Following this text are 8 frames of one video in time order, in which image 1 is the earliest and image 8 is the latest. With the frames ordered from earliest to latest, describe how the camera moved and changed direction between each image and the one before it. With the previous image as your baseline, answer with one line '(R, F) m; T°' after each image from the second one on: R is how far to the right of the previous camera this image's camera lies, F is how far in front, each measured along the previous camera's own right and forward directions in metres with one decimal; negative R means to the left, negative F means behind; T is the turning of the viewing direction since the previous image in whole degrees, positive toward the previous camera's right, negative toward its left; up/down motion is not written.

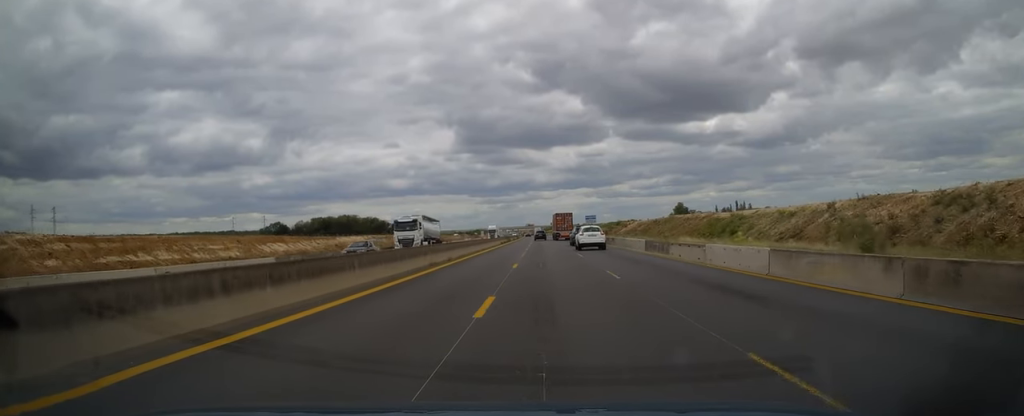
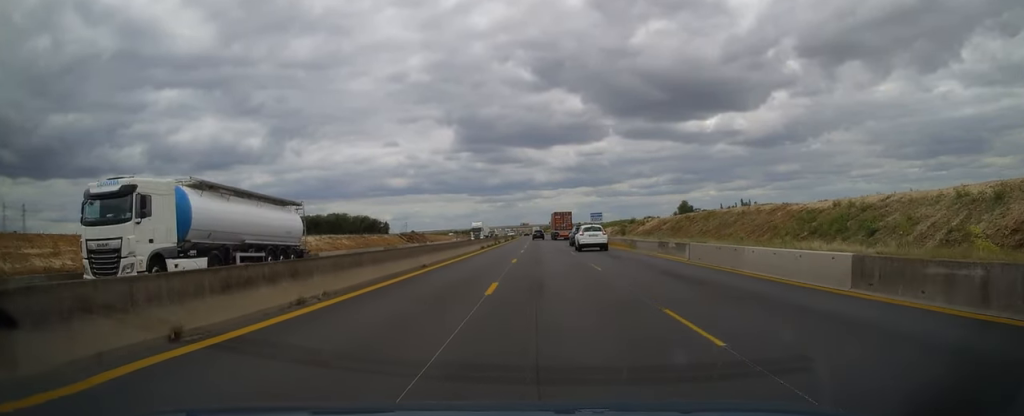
(0.0, +22.5) m; 0°
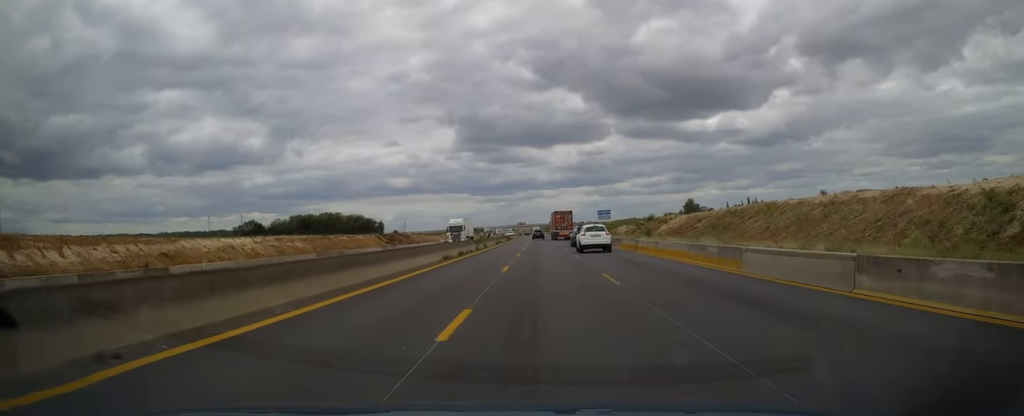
(0.0, +18.3) m; 0°
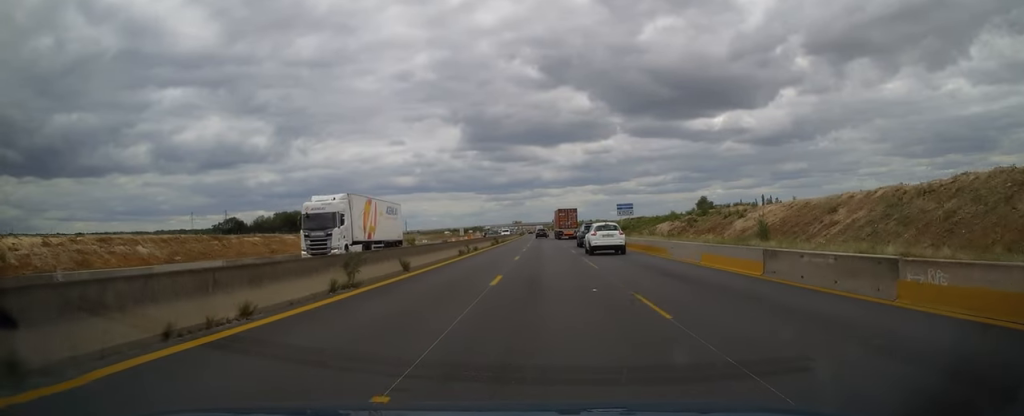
(-0.1, +31.4) m; 0°
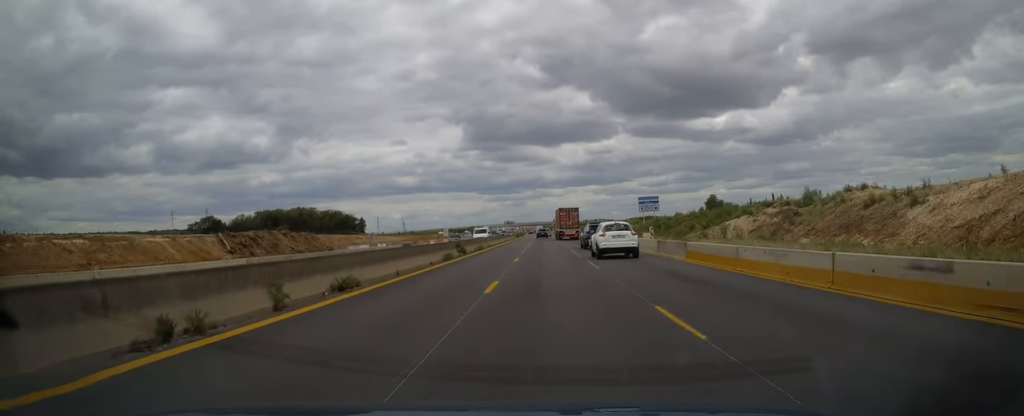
(0.0, +27.6) m; 0°
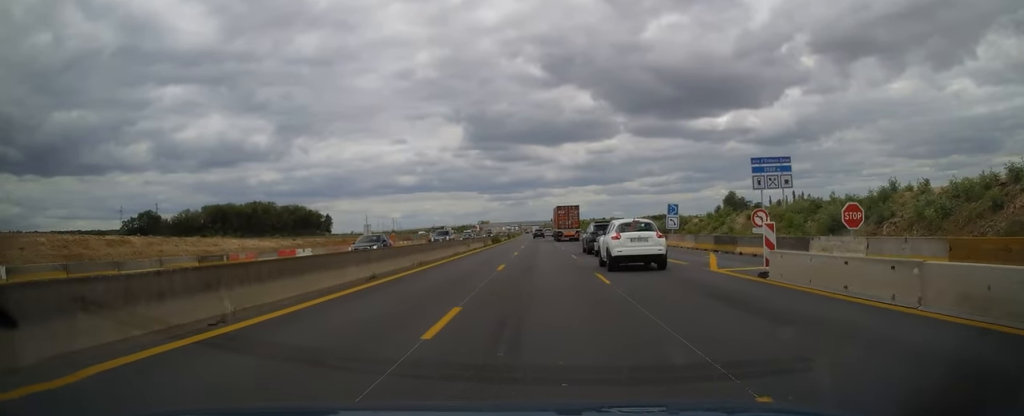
(-0.2, +57.2) m; 0°
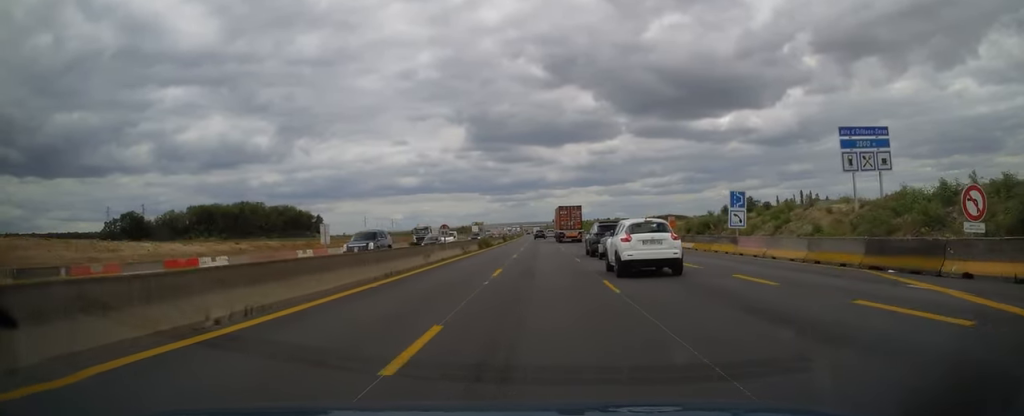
(0.0, +14.8) m; 0°
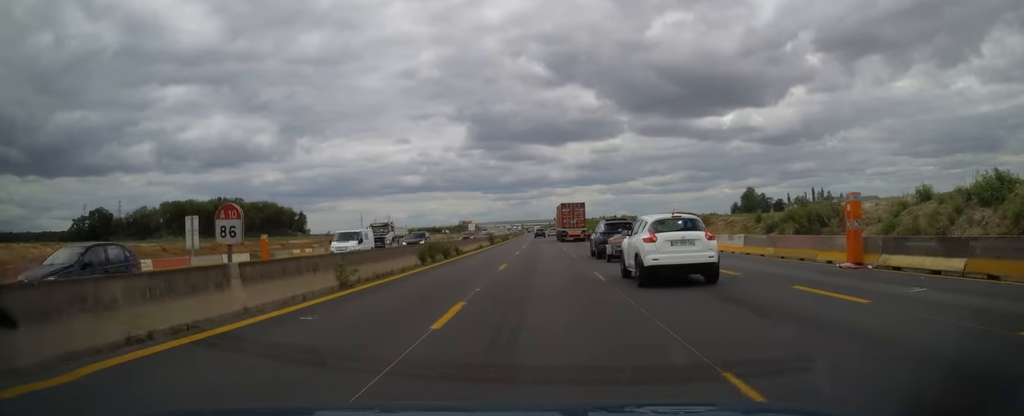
(0.0, +23.3) m; 0°
